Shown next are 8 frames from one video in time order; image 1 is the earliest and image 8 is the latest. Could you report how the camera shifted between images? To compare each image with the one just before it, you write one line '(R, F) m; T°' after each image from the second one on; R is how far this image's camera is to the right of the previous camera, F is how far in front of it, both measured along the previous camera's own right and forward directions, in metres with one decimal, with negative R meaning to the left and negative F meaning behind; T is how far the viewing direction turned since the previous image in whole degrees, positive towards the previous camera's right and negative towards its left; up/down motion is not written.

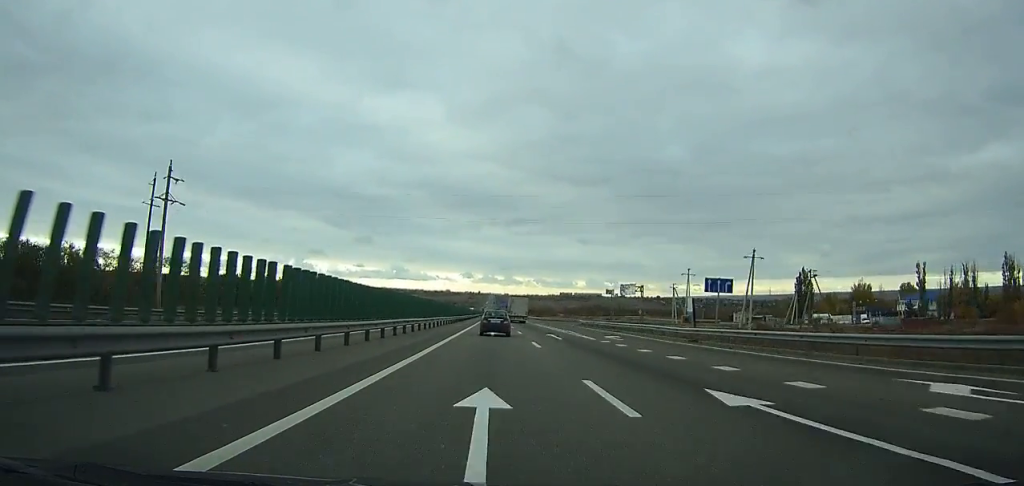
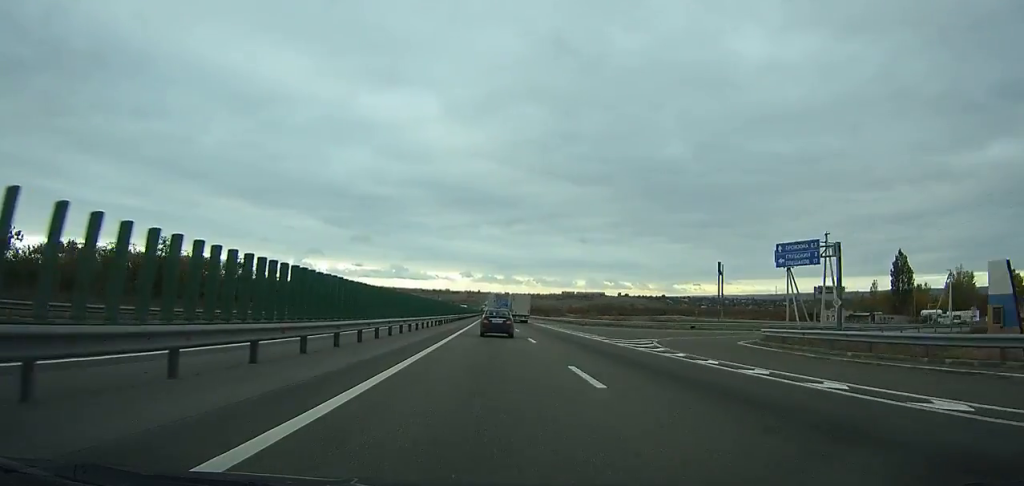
(+0.2, +61.2) m; 0°
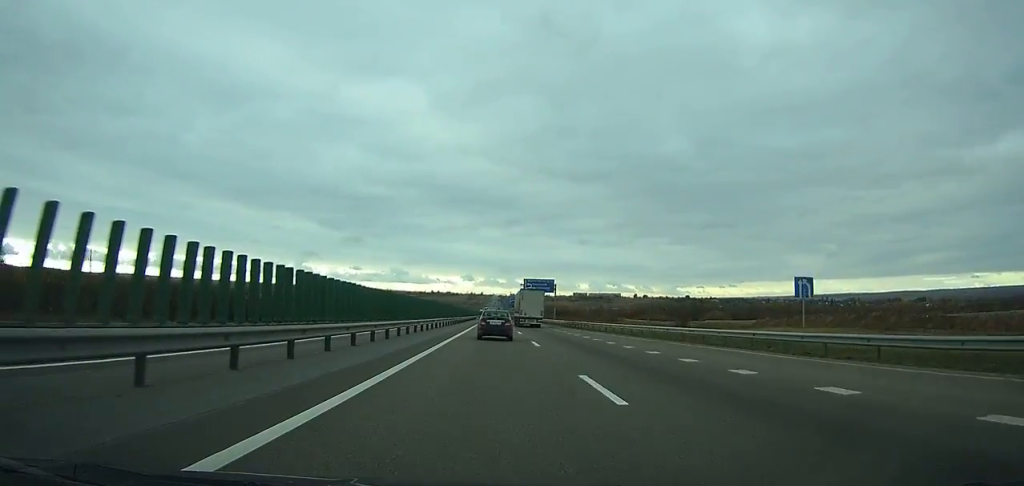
(-0.5, +209.9) m; 0°
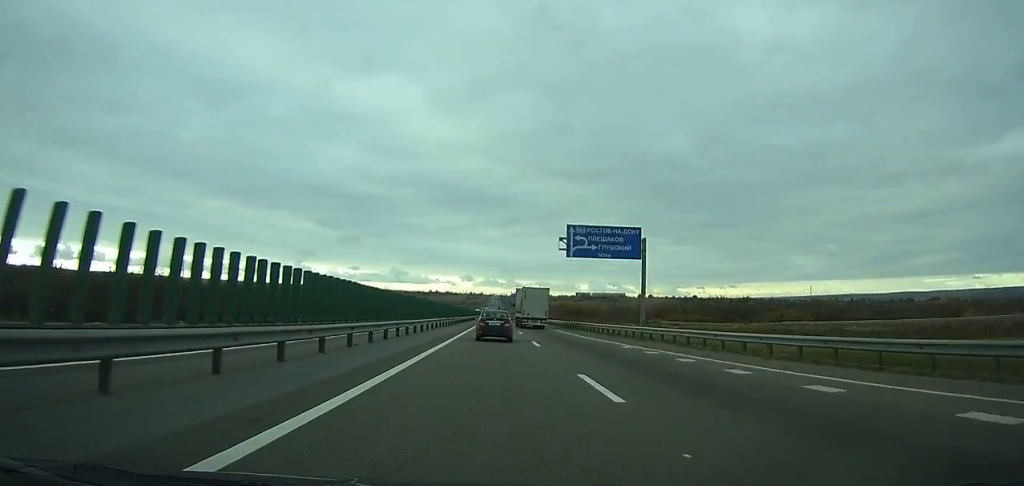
(0.0, +63.2) m; 0°
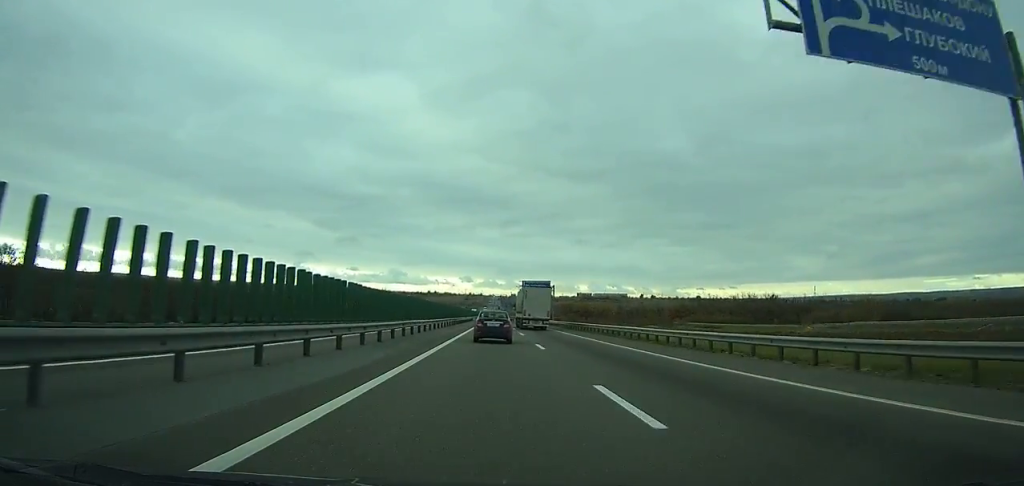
(-0.1, +34.5) m; 0°
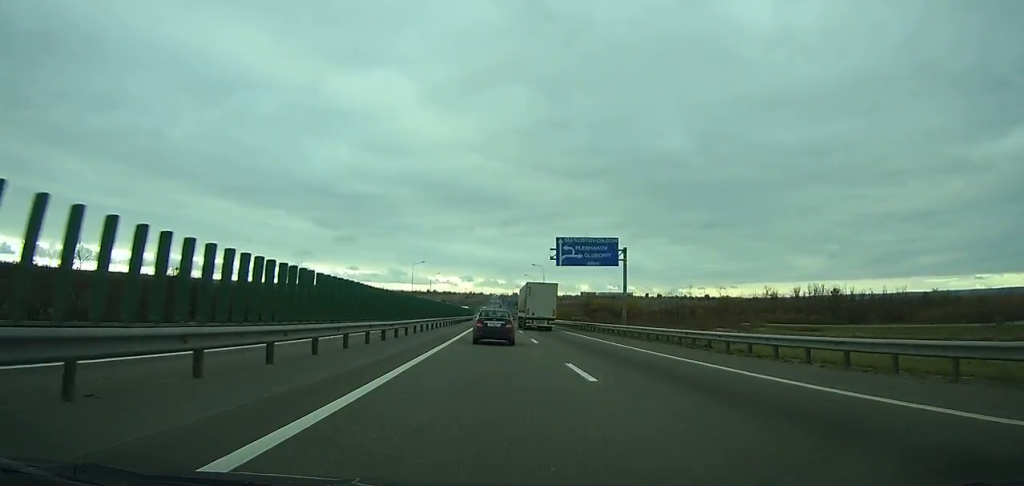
(0.0, +57.5) m; 0°
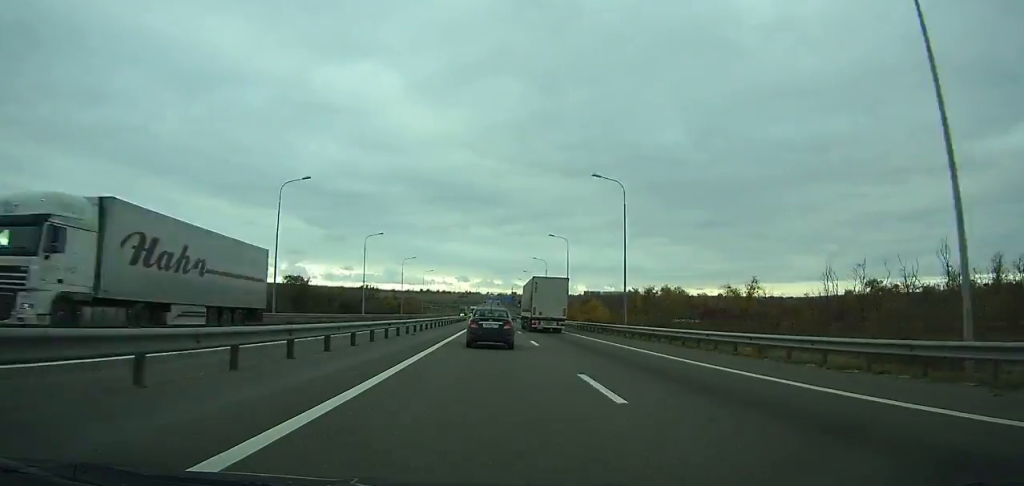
(+0.1, +114.7) m; 0°
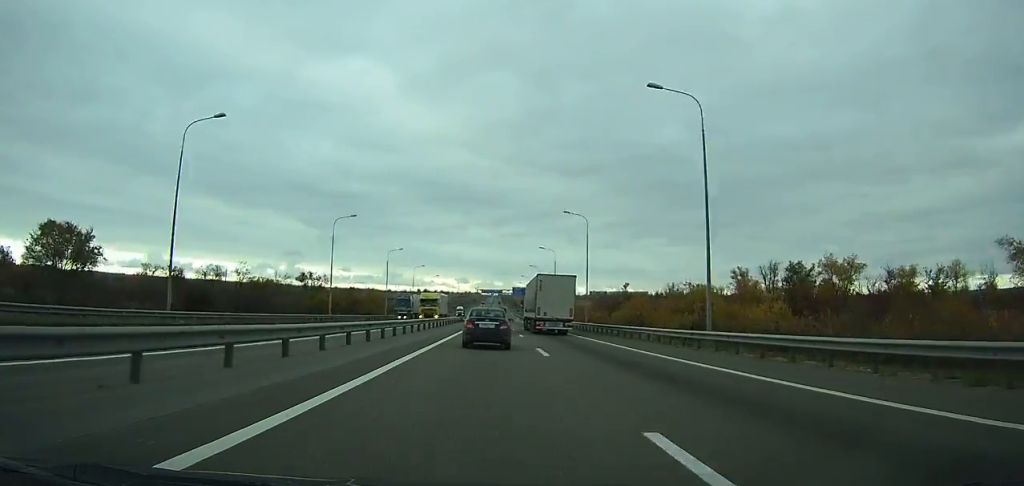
(0.0, +88.2) m; 0°
